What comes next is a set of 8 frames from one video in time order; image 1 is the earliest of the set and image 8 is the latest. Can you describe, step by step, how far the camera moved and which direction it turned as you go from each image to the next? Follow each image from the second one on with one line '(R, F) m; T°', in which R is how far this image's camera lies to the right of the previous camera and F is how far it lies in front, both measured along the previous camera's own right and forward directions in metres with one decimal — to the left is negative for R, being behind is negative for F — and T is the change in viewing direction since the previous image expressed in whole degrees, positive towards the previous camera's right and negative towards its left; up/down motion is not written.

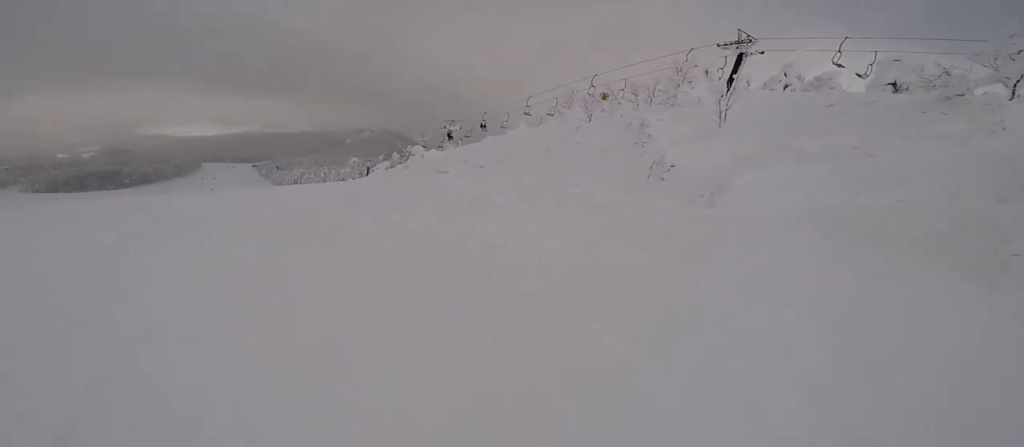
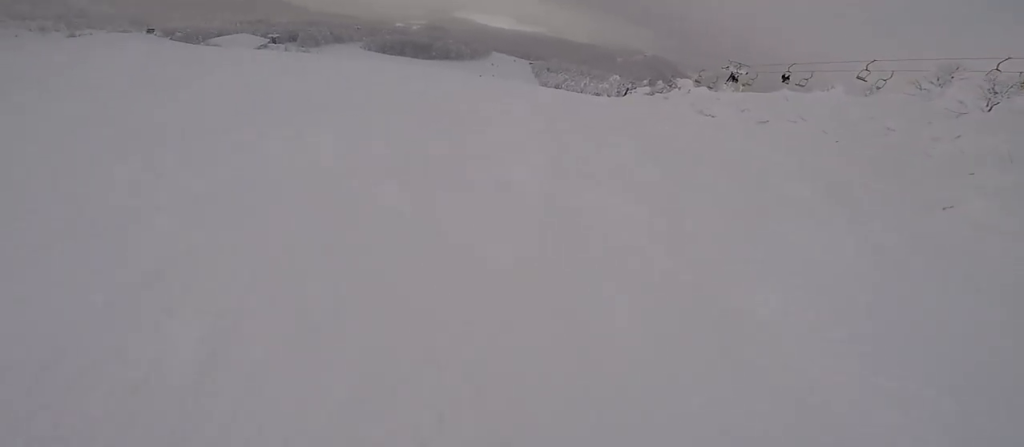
(-1.3, +3.9) m; -44°
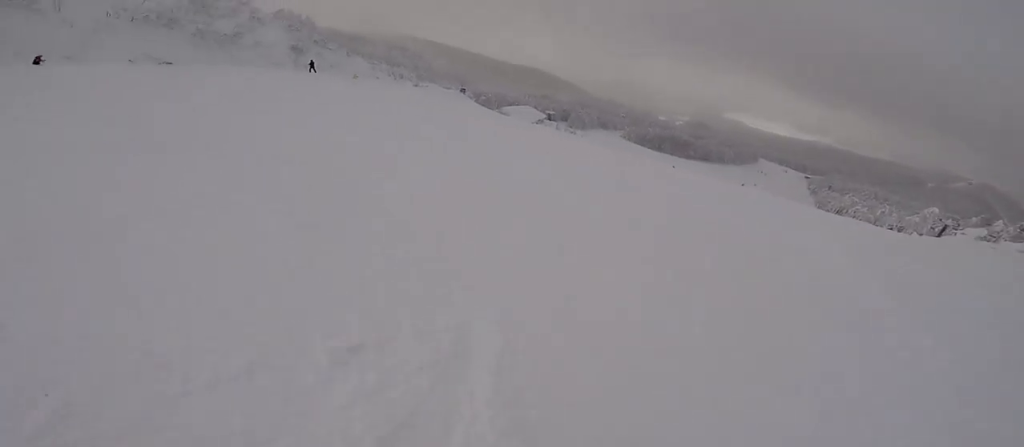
(-1.7, +3.1) m; -32°
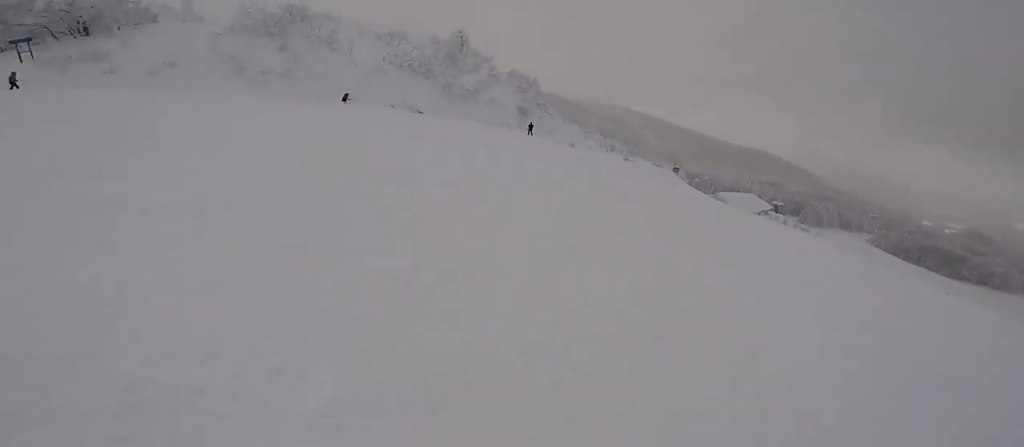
(-0.3, +1.9) m; -13°
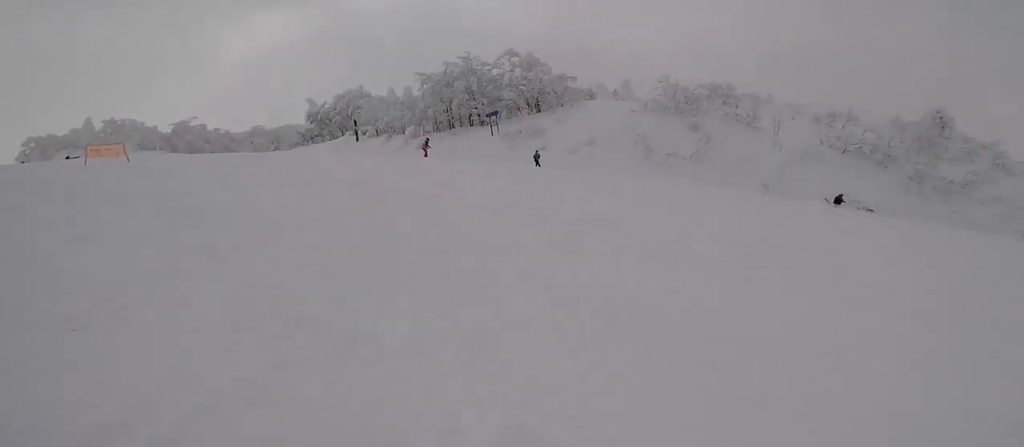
(-0.9, +6.0) m; +2°
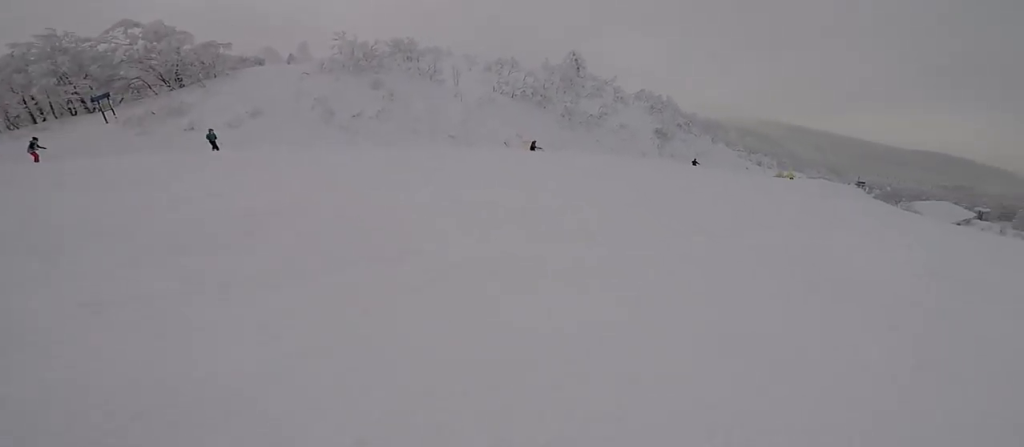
(+0.2, +2.2) m; +21°
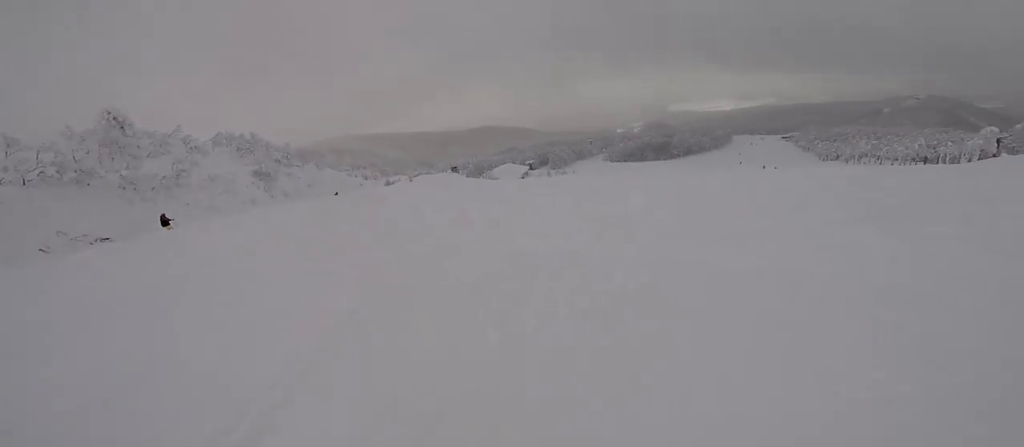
(+1.2, +2.9) m; +54°
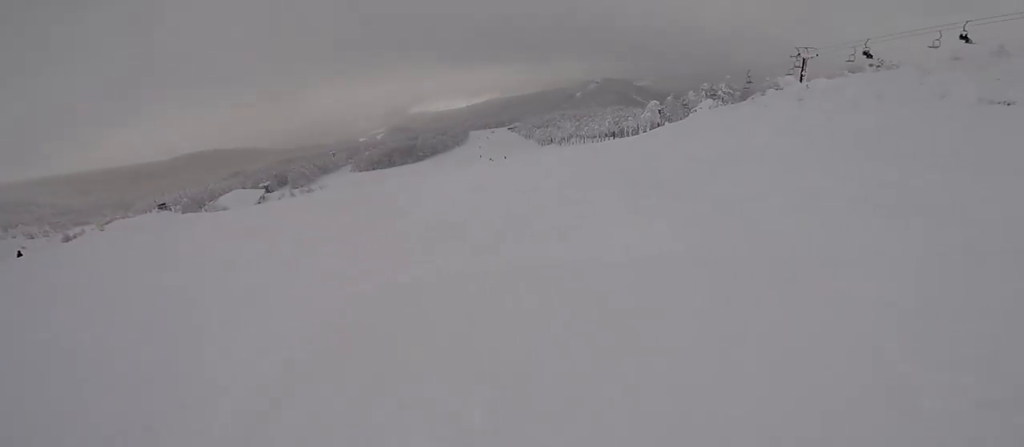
(+0.5, +1.9) m; +33°
